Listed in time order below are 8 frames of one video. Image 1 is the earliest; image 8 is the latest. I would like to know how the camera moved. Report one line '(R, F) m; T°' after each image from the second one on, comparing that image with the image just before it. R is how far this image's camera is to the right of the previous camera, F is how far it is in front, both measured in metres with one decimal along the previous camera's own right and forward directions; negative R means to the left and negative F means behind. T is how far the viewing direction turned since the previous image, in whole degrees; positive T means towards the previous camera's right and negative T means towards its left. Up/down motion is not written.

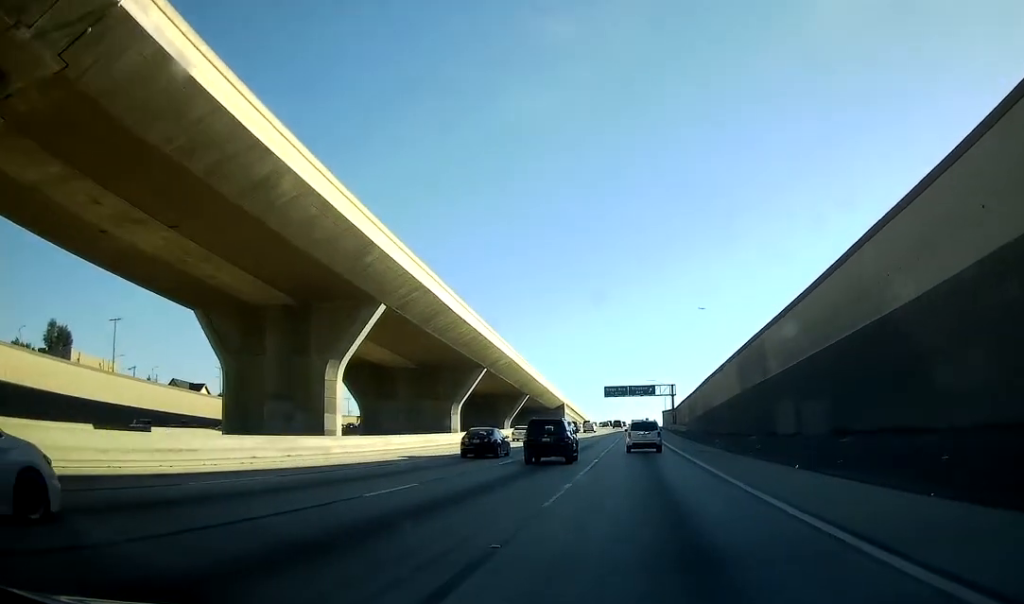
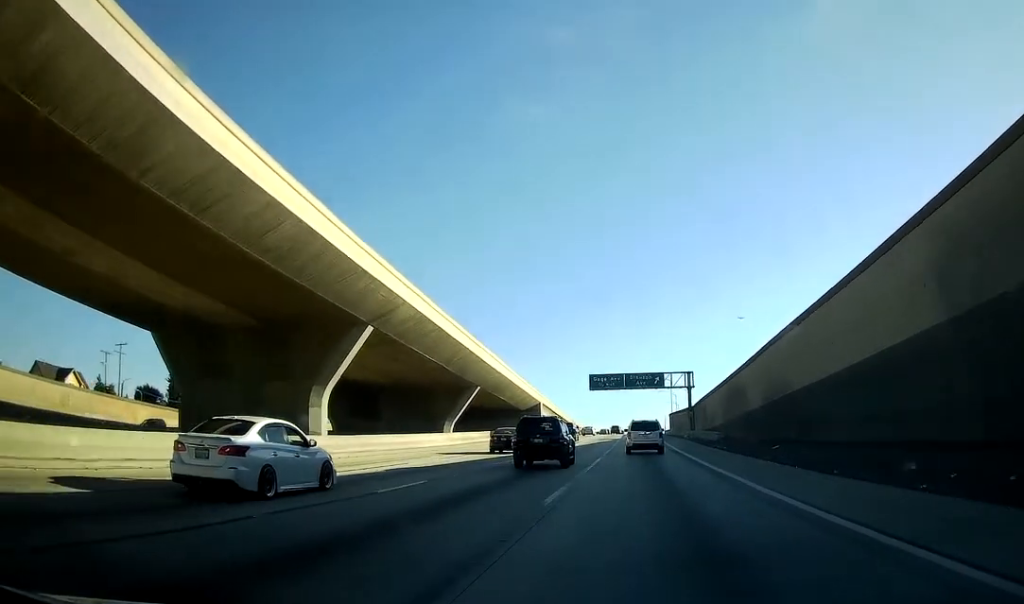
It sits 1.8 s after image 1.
(-1.3, +43.0) m; -2°
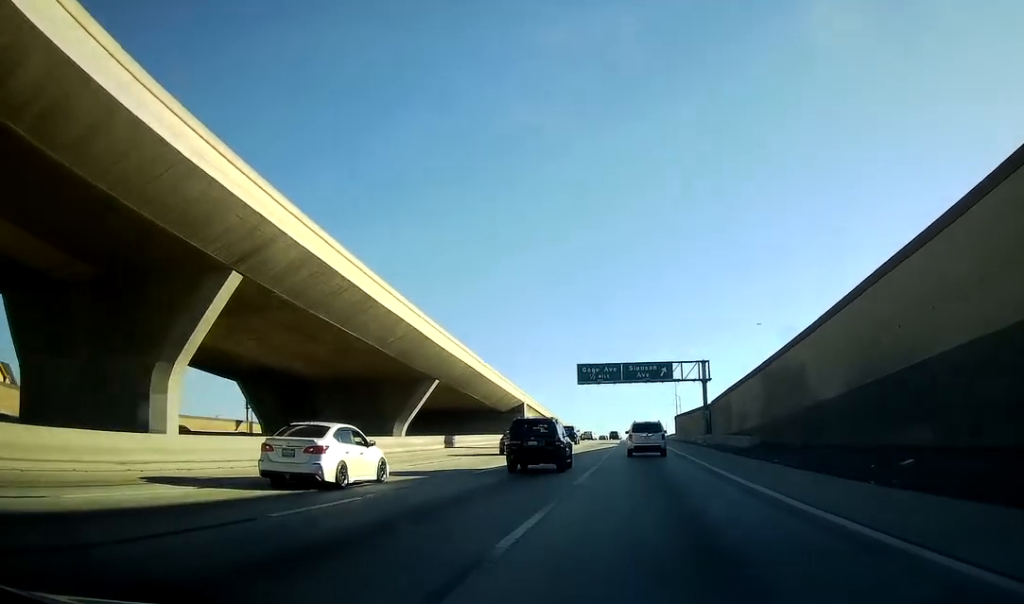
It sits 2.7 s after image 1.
(0.0, +20.2) m; 0°
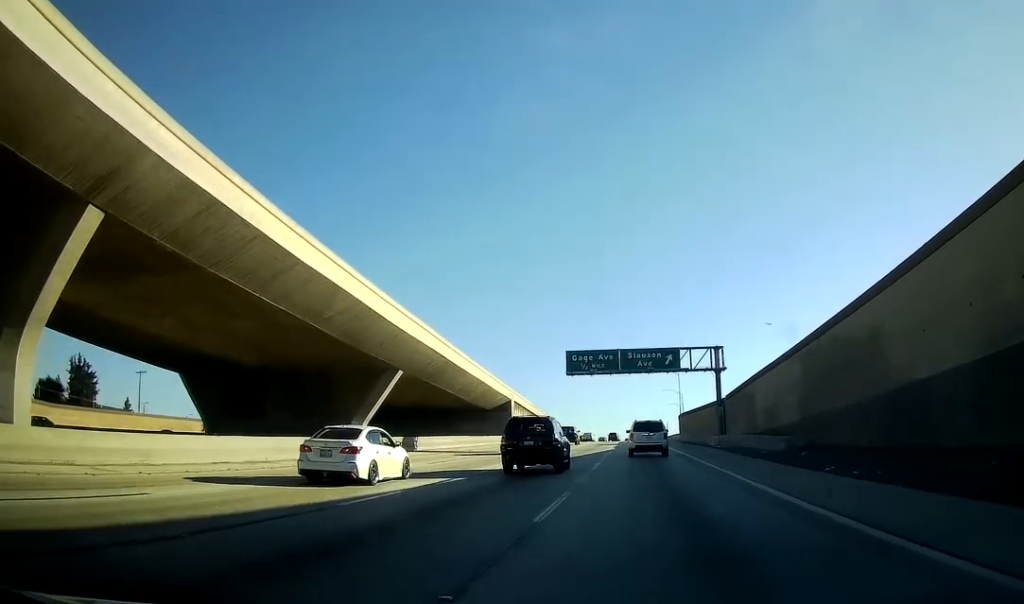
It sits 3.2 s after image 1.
(0.0, +12.2) m; 0°
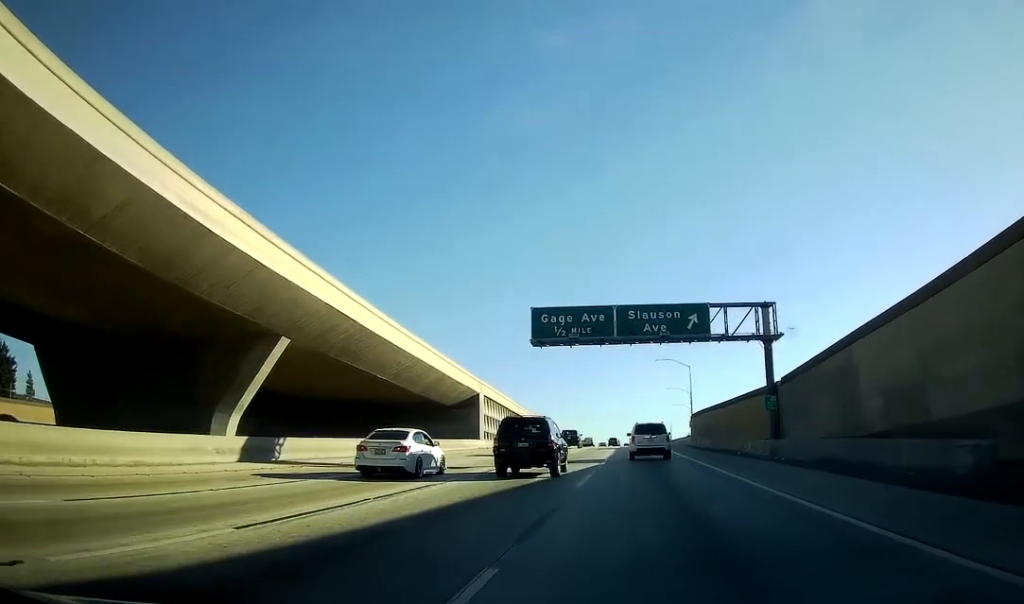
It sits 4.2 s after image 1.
(0.0, +21.8) m; 0°
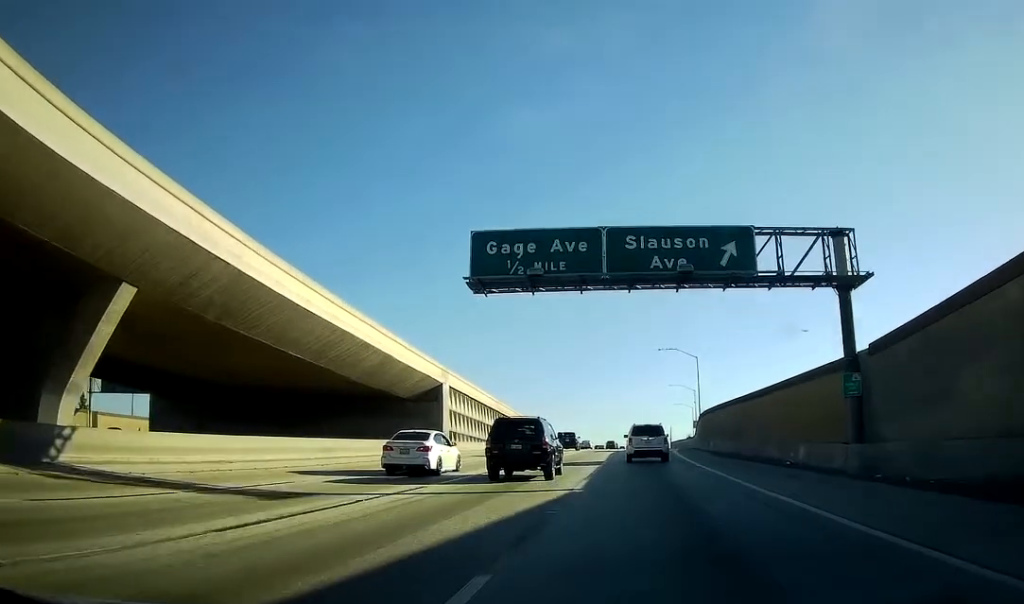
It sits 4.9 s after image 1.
(0.0, +15.4) m; +1°
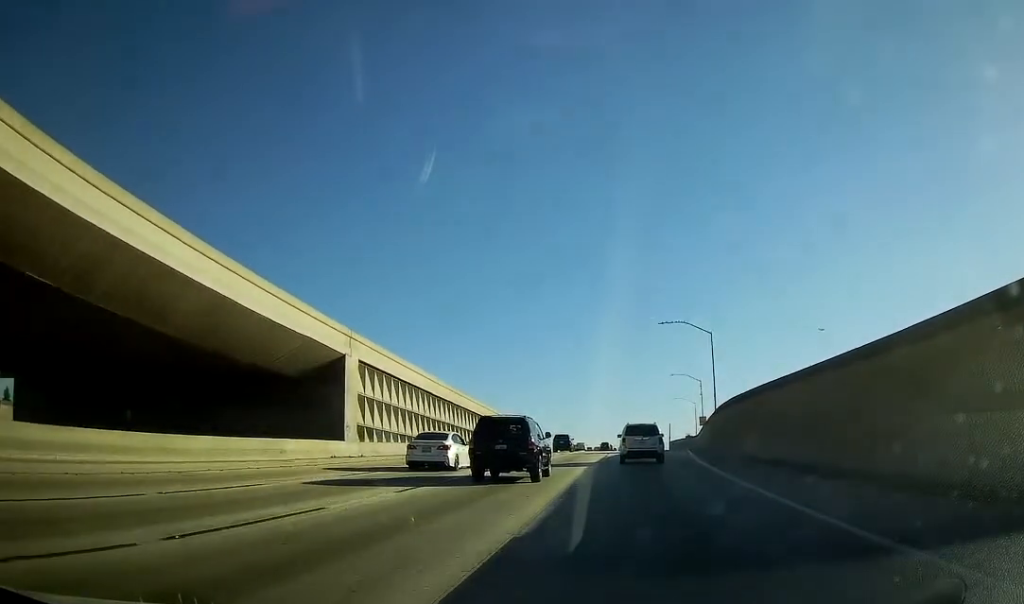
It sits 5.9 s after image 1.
(+0.4, +22.4) m; +1°
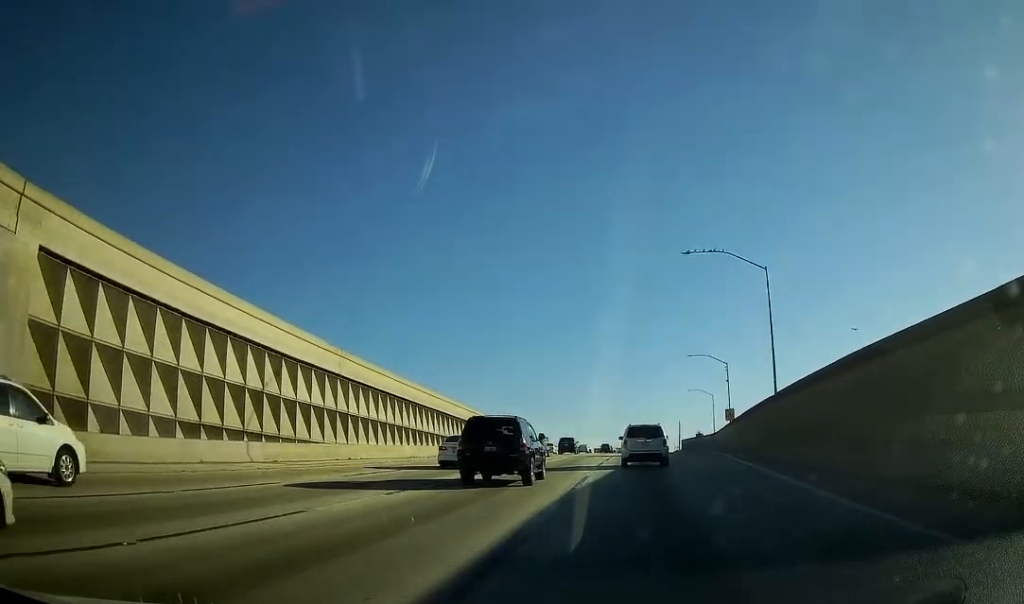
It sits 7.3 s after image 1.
(-0.2, +28.9) m; -2°
